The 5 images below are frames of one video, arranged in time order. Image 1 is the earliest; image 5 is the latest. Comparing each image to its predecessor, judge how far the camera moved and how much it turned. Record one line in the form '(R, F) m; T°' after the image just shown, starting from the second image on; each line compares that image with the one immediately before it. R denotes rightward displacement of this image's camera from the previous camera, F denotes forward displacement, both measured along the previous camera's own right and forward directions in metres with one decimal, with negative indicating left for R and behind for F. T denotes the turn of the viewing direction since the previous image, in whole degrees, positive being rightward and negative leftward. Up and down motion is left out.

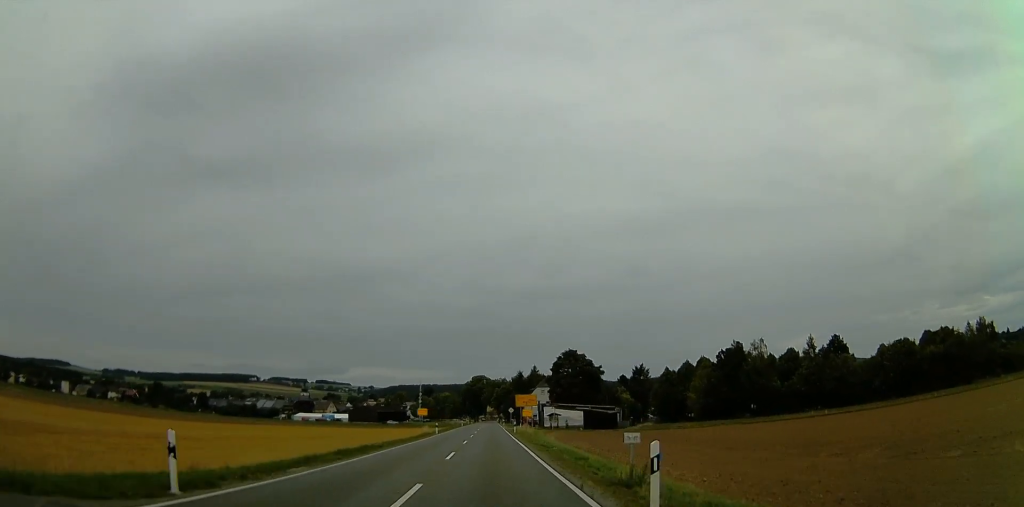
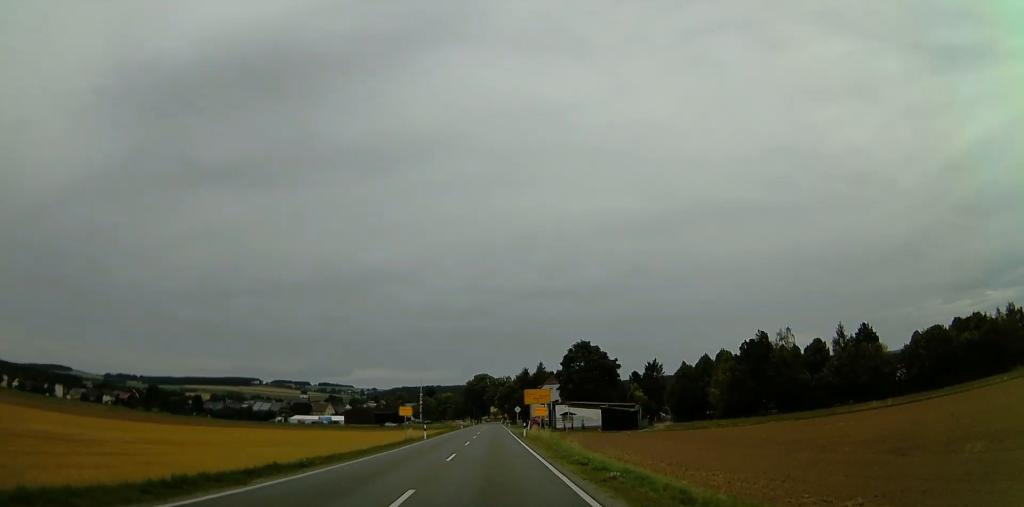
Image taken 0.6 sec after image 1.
(+0.4, +13.3) m; +1°
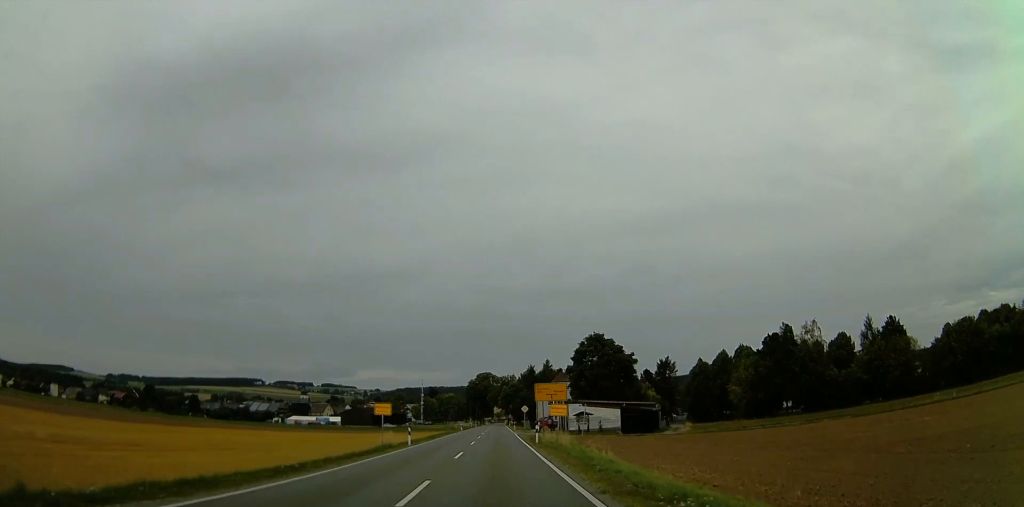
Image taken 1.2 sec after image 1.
(-0.1, +10.6) m; -2°
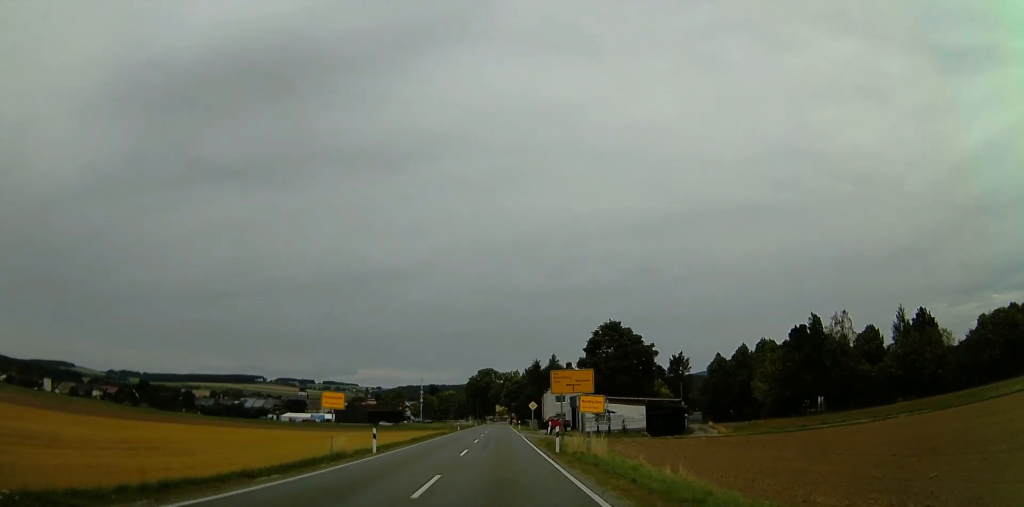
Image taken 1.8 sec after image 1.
(+0.1, +11.7) m; -2°
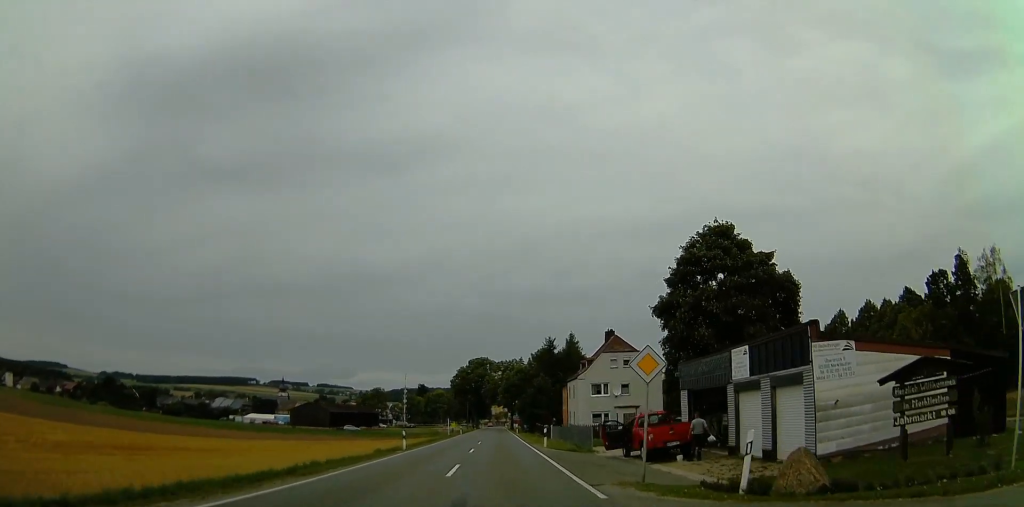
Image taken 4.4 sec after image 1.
(+0.3, +44.7) m; +2°
